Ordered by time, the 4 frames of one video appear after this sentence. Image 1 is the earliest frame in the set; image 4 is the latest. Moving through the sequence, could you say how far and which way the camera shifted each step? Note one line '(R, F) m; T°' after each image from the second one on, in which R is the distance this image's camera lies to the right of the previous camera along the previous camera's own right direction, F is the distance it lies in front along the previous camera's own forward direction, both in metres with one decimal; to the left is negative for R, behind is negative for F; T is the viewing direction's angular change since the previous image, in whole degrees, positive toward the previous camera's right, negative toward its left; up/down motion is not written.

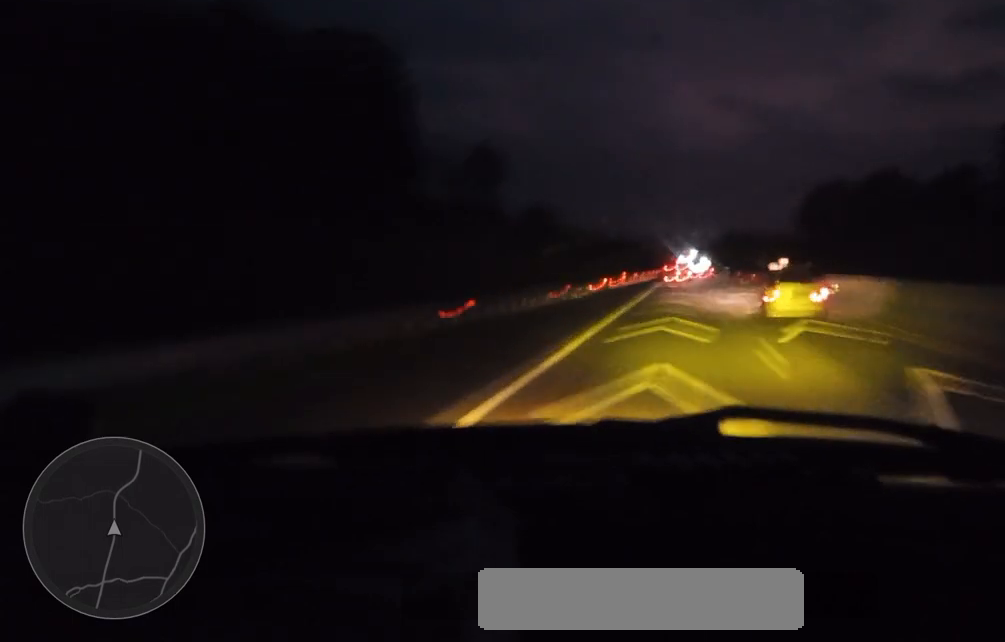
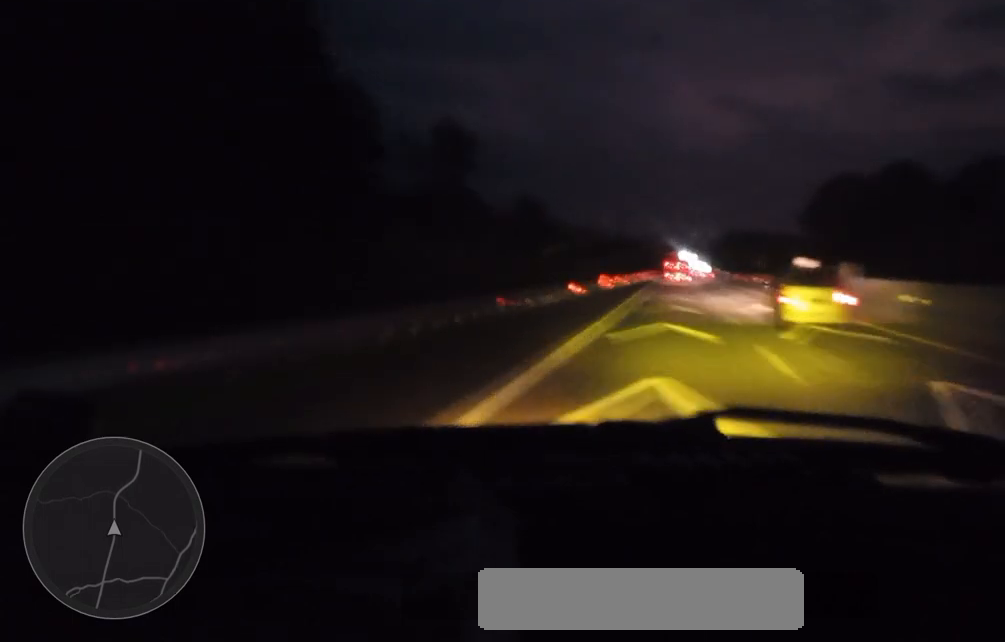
(0.0, +13.3) m; 0°
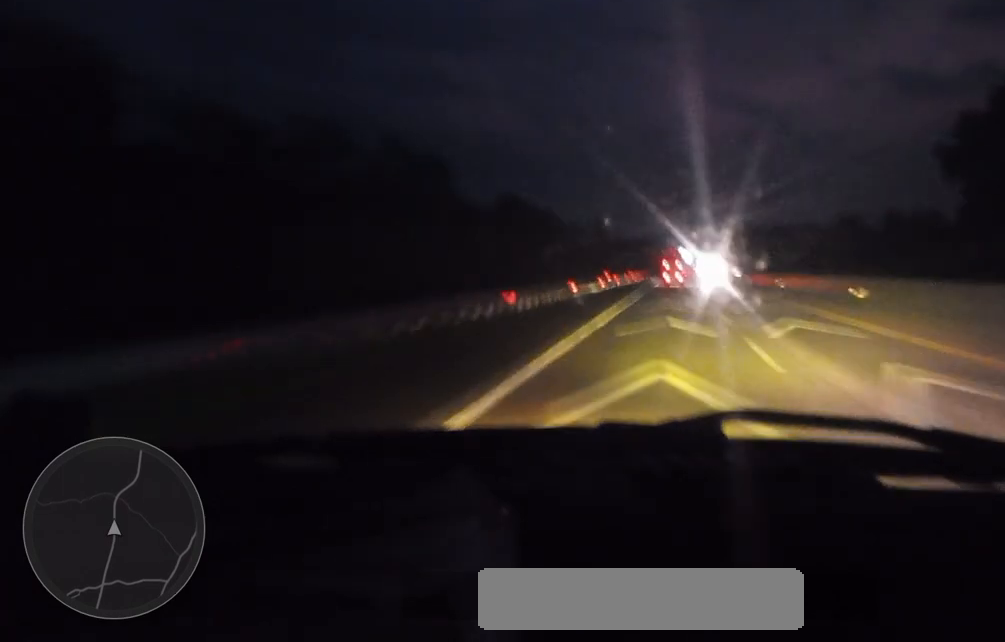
(+1.8, +120.7) m; +2°
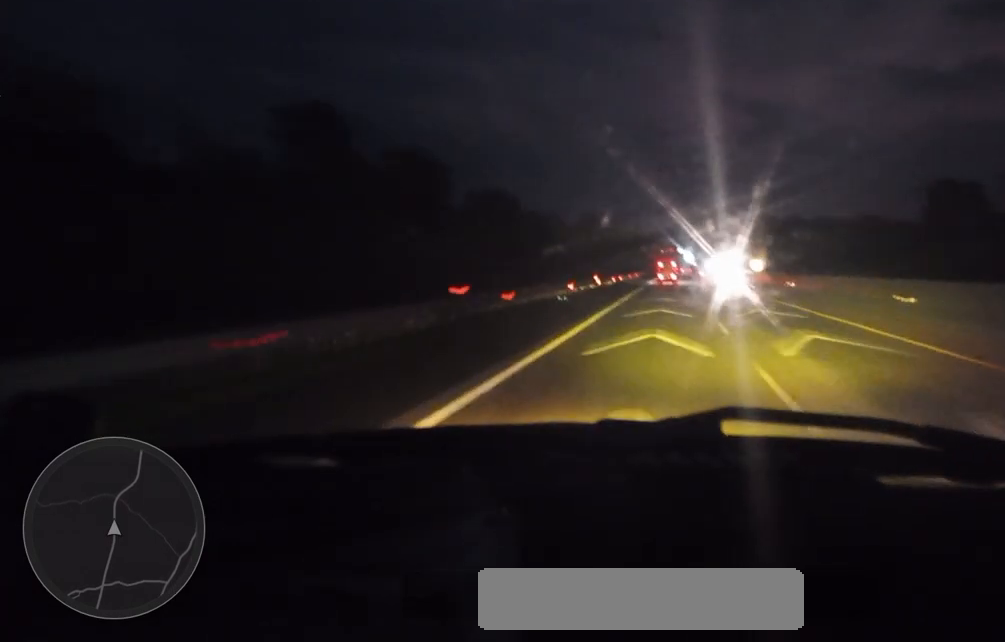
(0.0, +58.2) m; -1°
